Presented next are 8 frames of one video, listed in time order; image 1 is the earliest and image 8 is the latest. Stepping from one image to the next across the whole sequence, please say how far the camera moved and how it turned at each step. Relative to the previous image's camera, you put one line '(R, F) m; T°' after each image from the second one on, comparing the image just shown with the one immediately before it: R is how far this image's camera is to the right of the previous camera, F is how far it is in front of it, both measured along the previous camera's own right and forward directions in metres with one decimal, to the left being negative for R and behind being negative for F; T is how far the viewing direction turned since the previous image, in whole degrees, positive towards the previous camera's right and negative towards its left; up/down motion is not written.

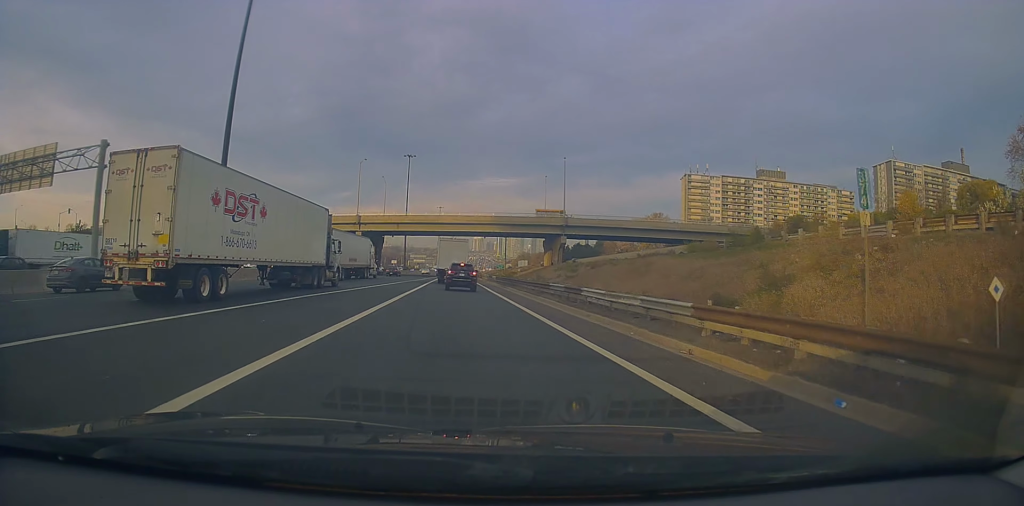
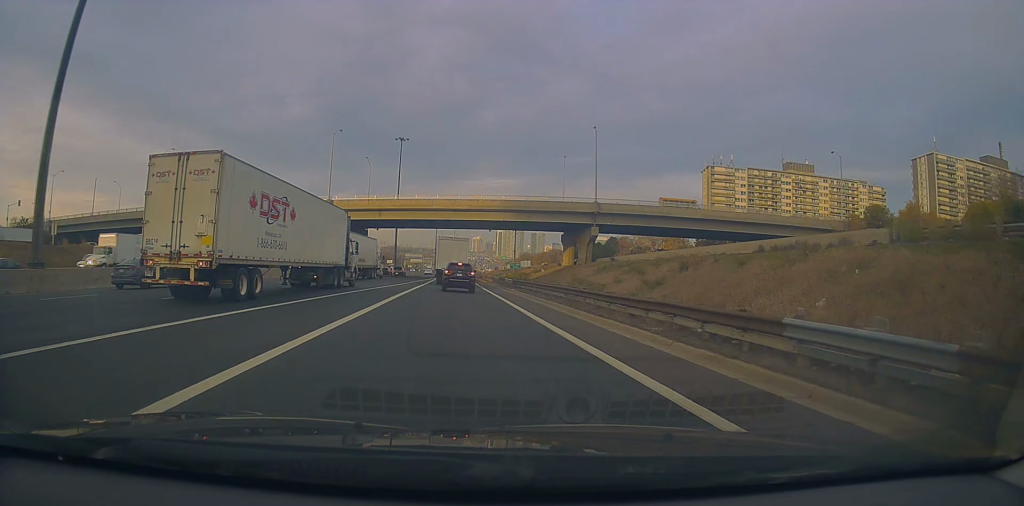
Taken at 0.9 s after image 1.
(+0.2, +23.5) m; -1°
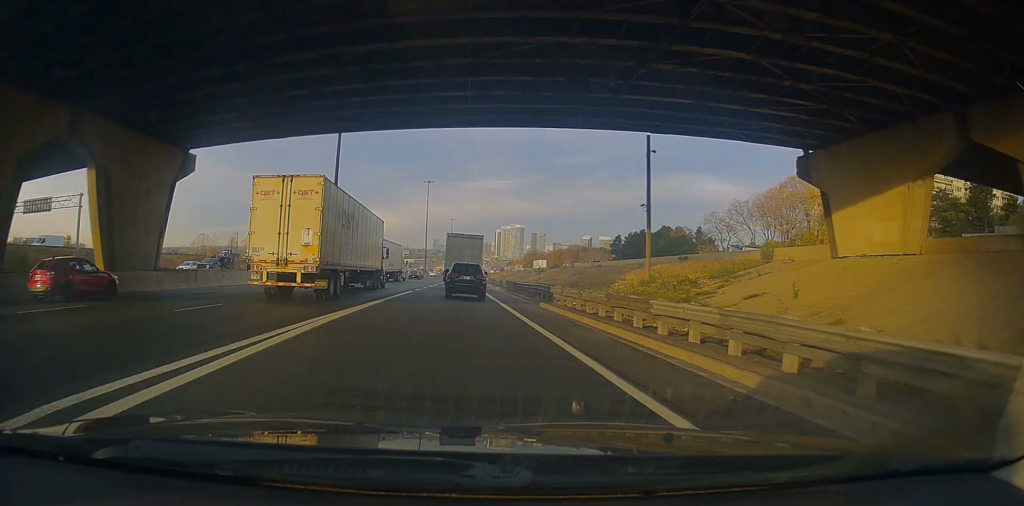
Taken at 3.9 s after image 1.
(-0.3, +75.4) m; +1°
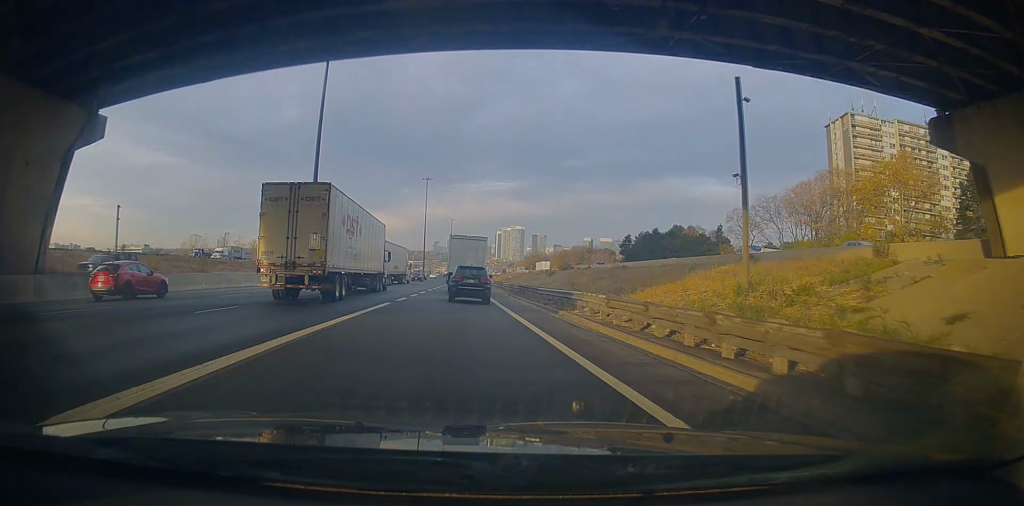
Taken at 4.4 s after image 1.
(-0.1, +11.4) m; 0°
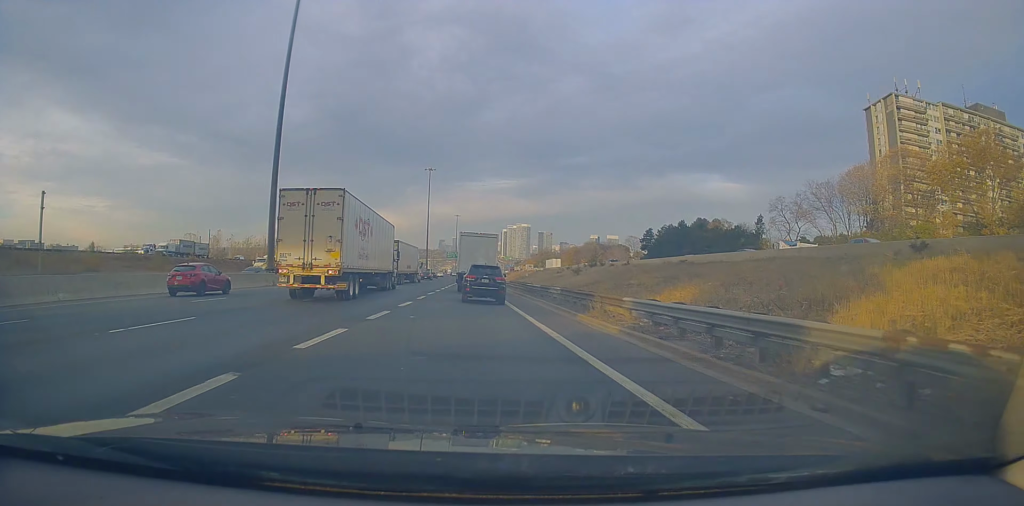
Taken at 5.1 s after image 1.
(+0.3, +16.5) m; +1°
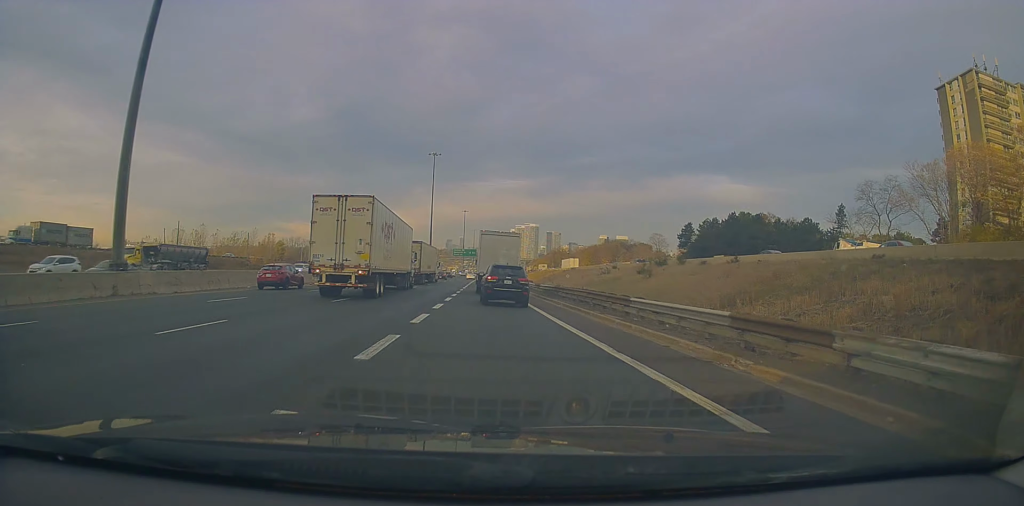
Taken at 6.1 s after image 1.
(+0.1, +24.2) m; -1°
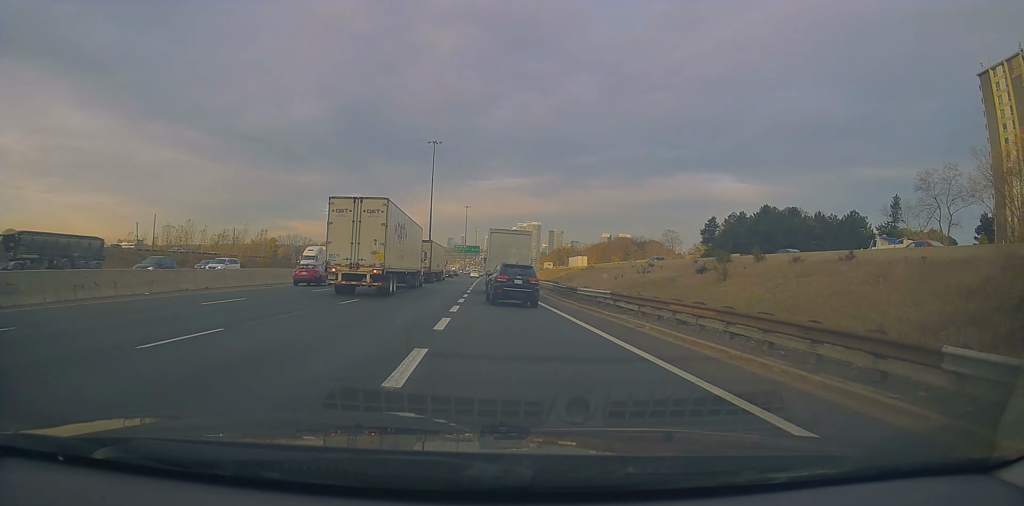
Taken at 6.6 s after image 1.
(-0.2, +13.4) m; 0°
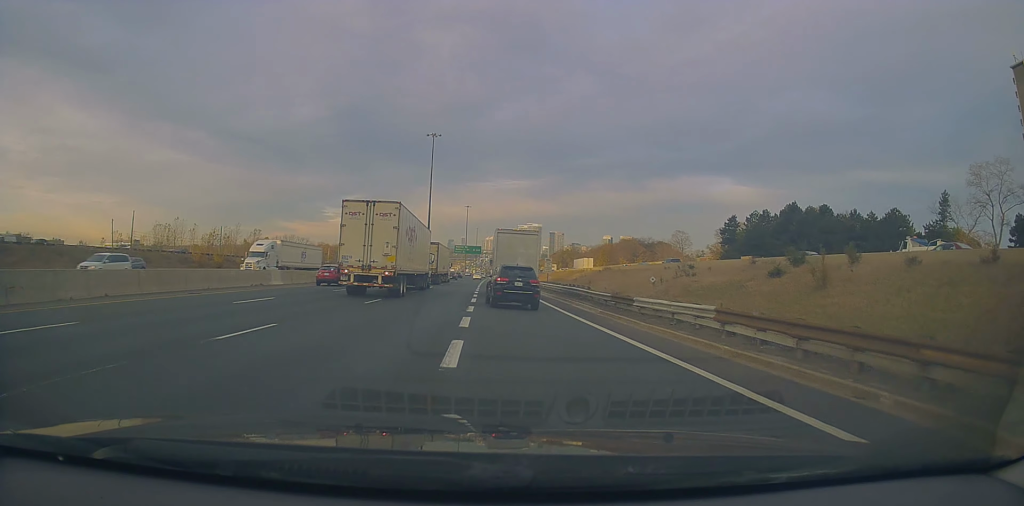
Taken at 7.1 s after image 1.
(-0.2, +10.3) m; 0°
